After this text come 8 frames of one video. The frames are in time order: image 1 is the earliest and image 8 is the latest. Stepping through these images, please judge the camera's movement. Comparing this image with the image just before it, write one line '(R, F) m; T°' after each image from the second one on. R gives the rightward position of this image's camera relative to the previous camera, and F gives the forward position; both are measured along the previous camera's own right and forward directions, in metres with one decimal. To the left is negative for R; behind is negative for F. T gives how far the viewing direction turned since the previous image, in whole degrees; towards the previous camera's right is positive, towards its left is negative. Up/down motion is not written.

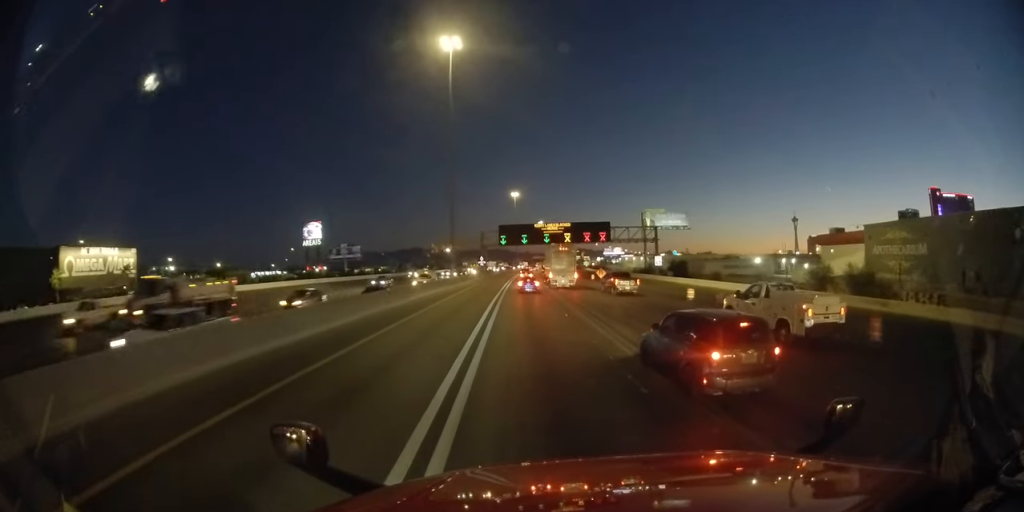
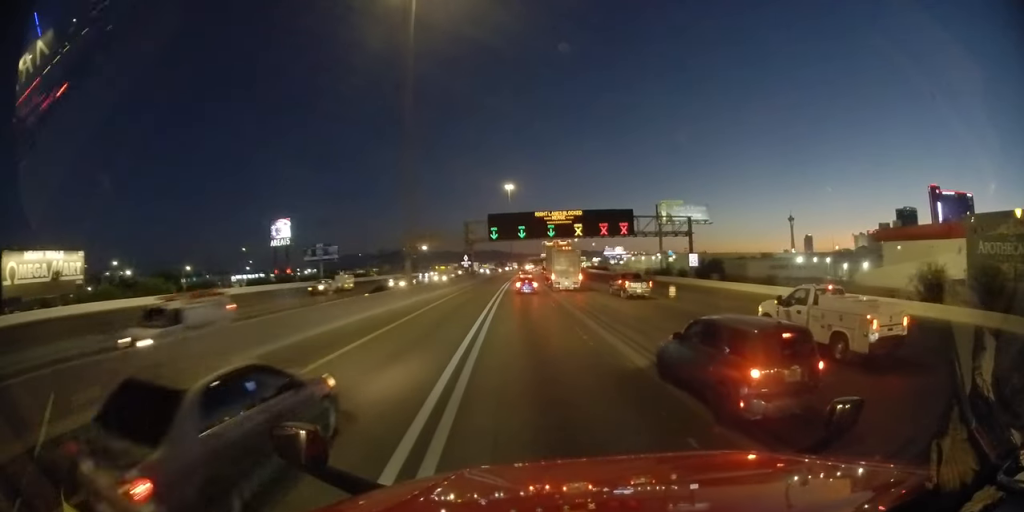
(-0.1, +18.9) m; +1°
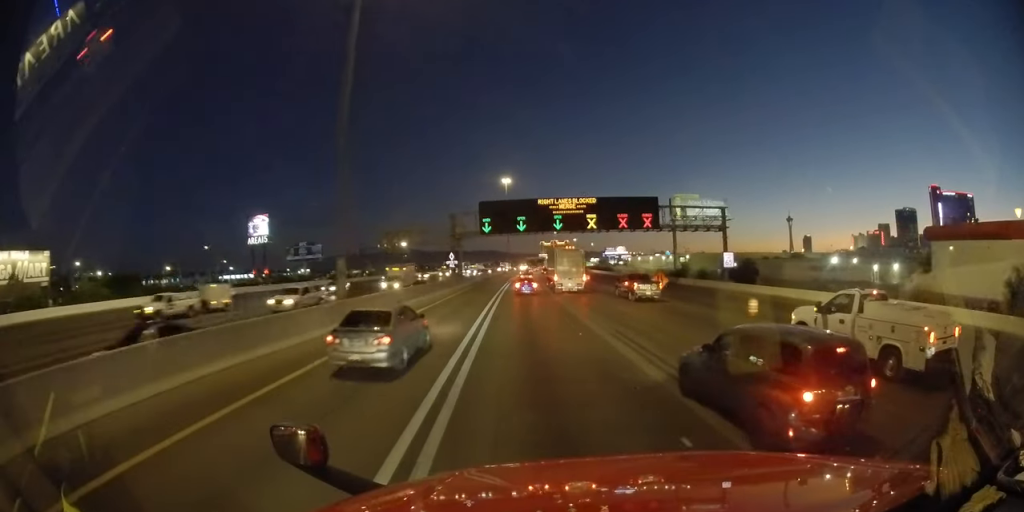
(+0.3, +12.1) m; +1°
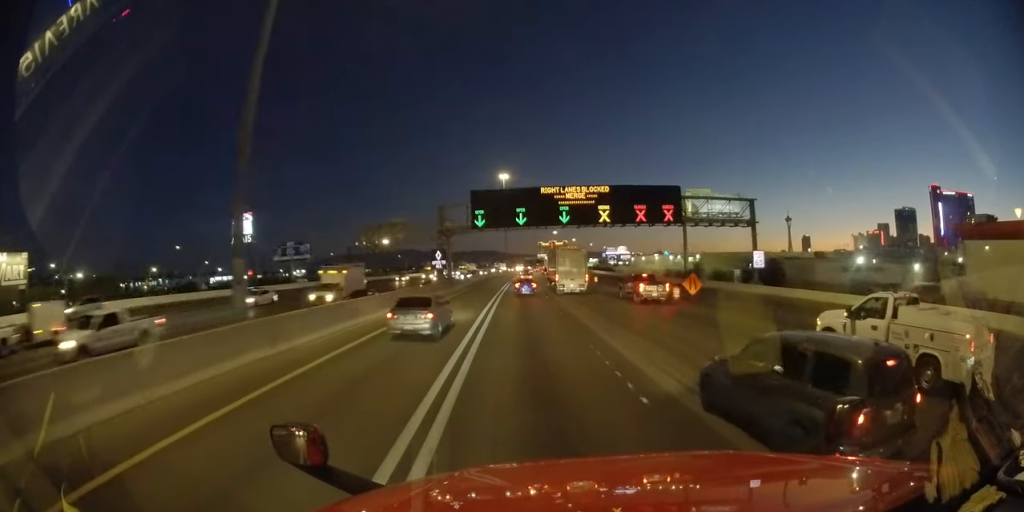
(0.0, +7.5) m; 0°
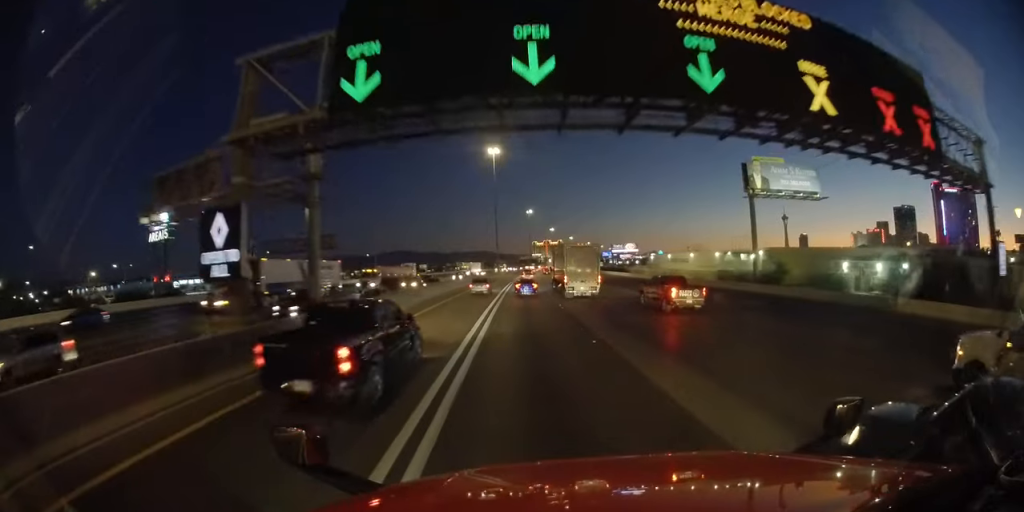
(-0.2, +30.3) m; +2°
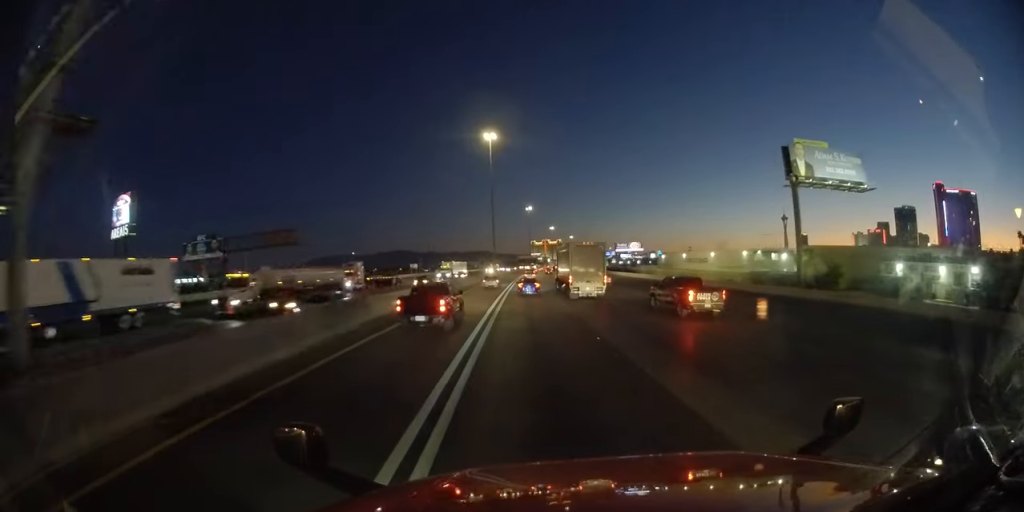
(+0.4, +11.5) m; +2°
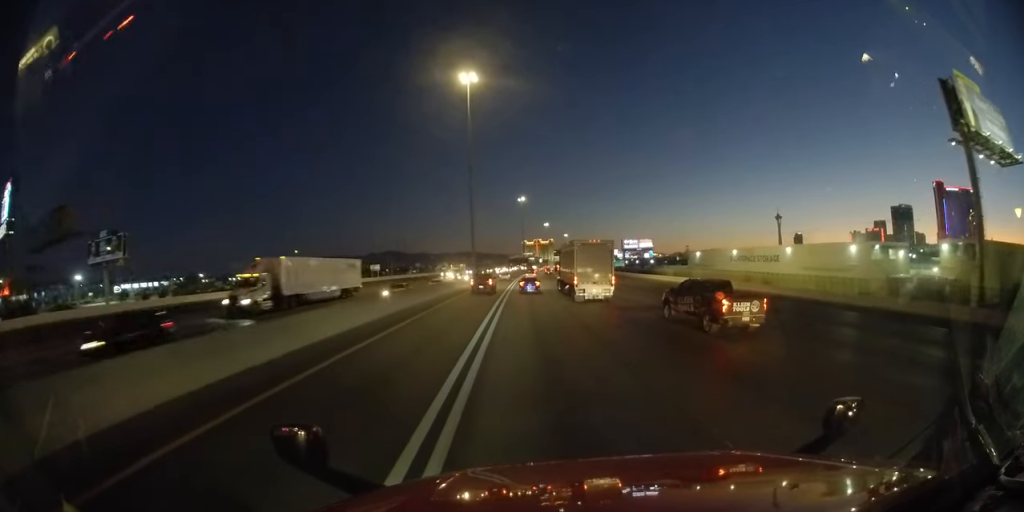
(+0.5, +30.0) m; 0°
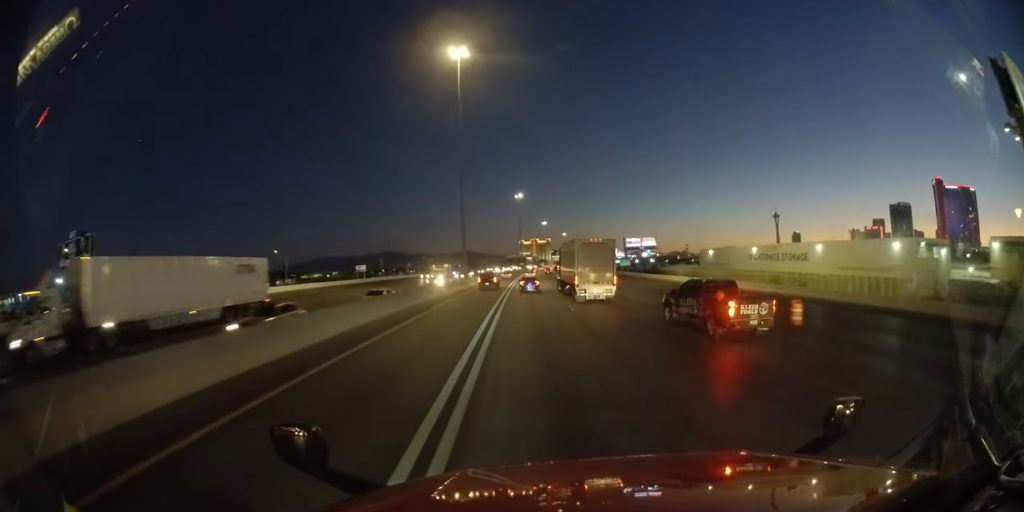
(-0.1, +8.0) m; 0°
